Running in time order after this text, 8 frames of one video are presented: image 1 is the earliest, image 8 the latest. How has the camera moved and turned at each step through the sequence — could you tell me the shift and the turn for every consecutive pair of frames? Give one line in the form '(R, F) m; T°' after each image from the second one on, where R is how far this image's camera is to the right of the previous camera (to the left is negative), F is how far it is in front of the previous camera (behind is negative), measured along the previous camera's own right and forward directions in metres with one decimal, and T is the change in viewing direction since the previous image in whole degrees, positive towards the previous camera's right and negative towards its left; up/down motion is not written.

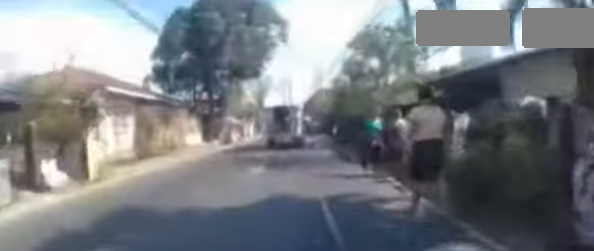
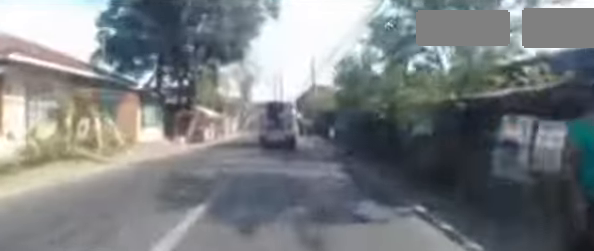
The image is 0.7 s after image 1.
(0.0, +4.4) m; 0°
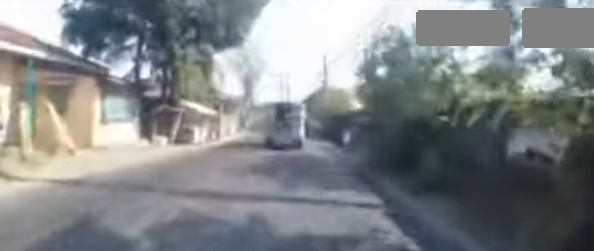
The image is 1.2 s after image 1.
(0.0, +3.3) m; +2°
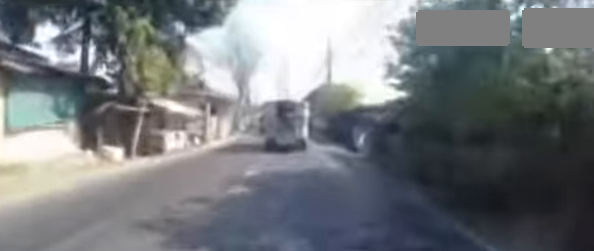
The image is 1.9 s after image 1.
(-0.1, +3.7) m; +5°
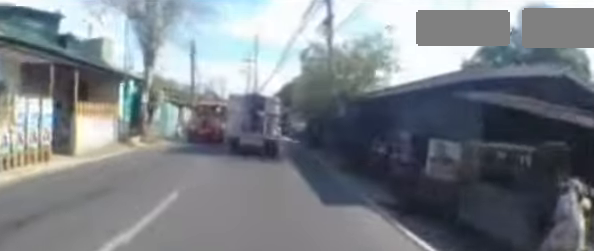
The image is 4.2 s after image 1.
(+0.2, +12.0) m; -4°
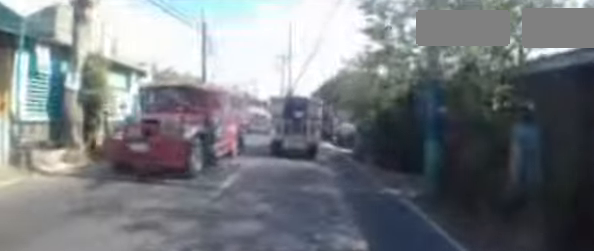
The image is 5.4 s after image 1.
(+0.1, +6.0) m; -2°
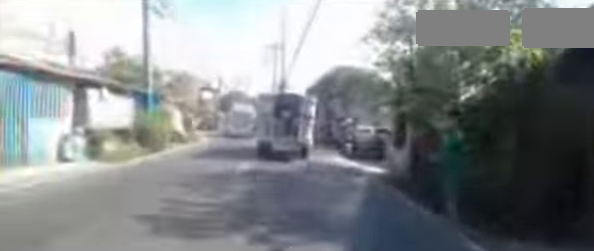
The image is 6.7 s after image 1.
(-0.5, +6.4) m; -4°
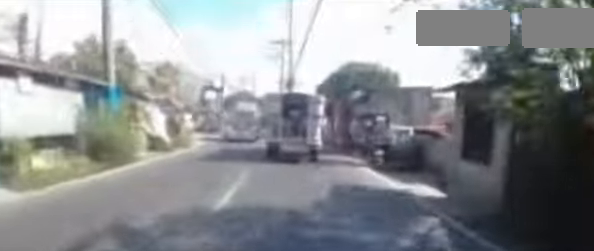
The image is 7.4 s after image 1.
(+0.1, +3.1) m; +3°
